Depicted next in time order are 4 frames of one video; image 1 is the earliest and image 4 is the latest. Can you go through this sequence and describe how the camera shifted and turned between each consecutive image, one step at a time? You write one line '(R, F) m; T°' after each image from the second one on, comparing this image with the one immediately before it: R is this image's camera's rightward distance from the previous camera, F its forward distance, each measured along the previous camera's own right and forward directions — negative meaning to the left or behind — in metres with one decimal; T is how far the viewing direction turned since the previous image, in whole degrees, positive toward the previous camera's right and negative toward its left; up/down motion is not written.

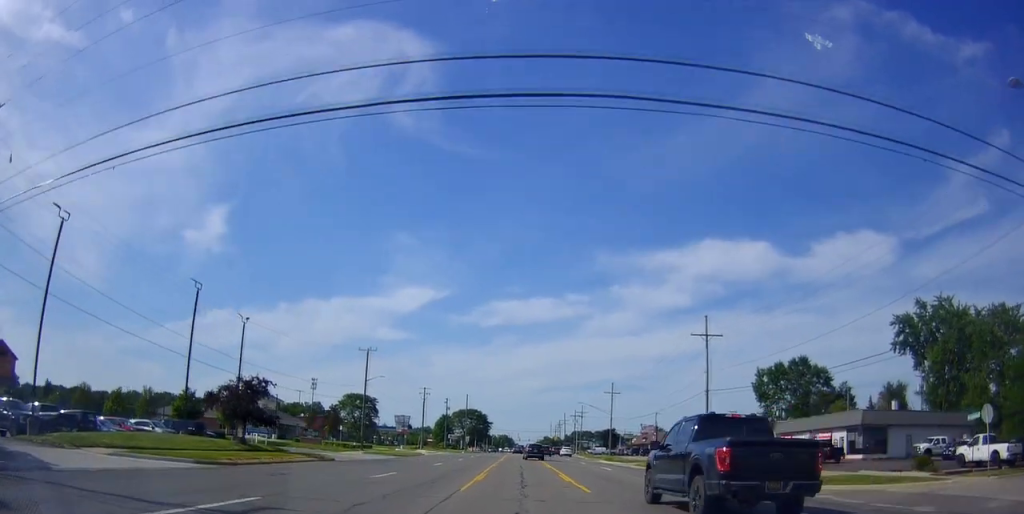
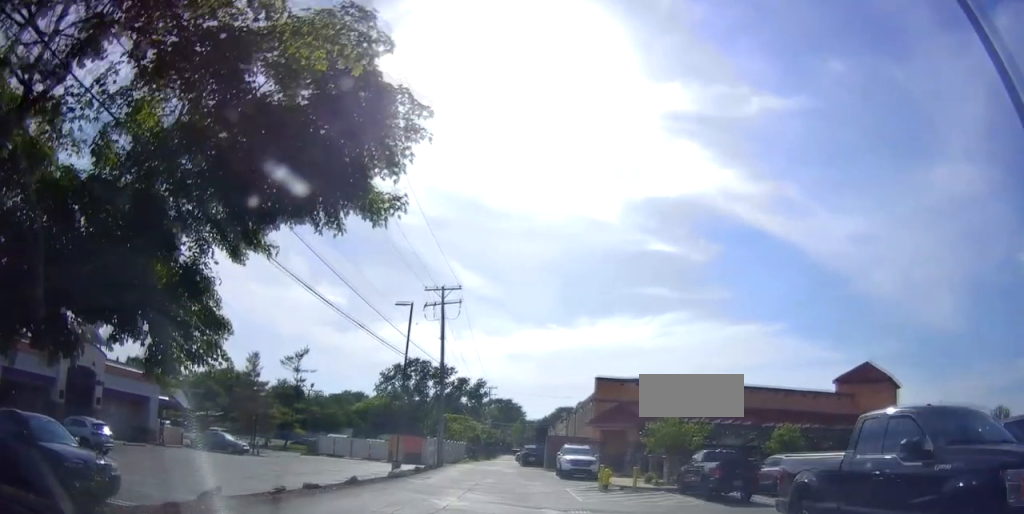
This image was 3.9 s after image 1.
(-14.0, +15.8) m; -74°
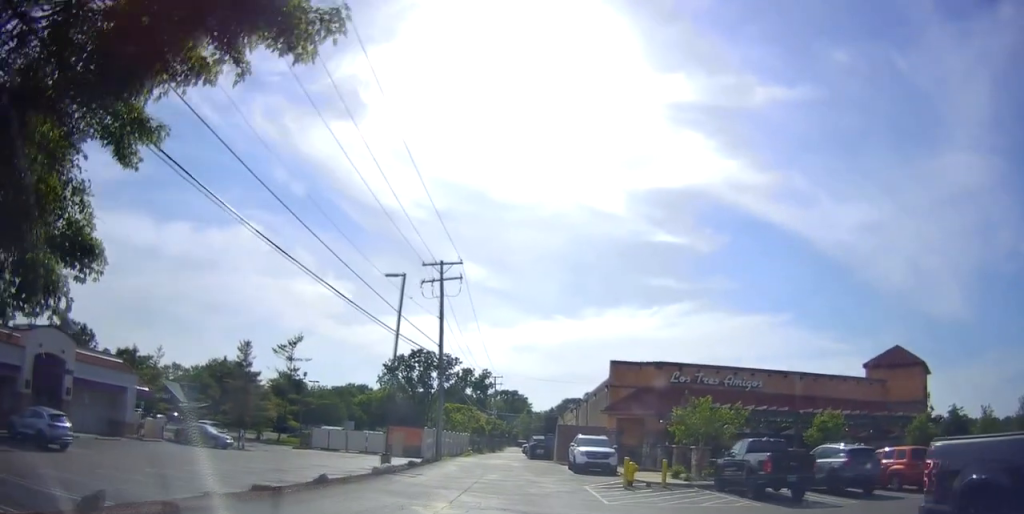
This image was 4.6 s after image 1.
(-0.4, +3.9) m; -6°
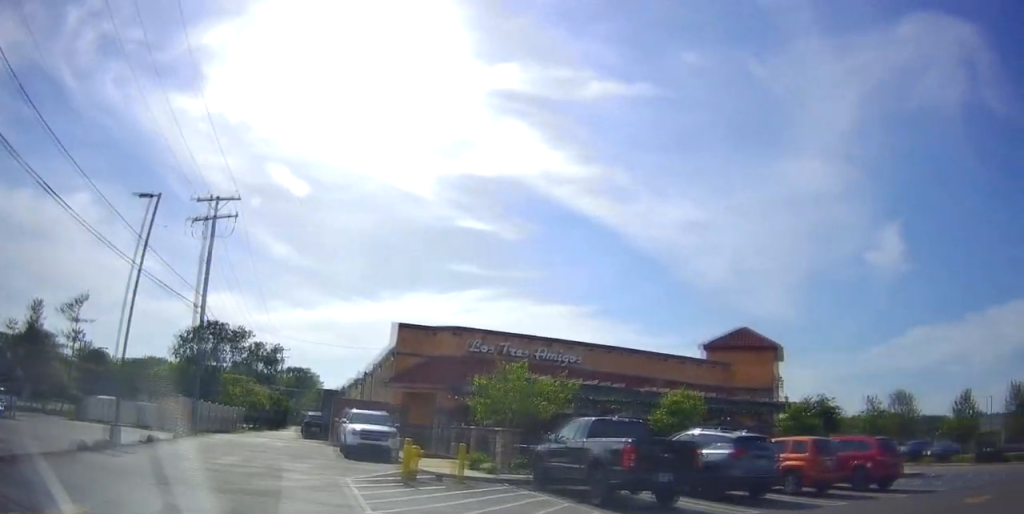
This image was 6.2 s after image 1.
(-0.4, +7.6) m; +5°
